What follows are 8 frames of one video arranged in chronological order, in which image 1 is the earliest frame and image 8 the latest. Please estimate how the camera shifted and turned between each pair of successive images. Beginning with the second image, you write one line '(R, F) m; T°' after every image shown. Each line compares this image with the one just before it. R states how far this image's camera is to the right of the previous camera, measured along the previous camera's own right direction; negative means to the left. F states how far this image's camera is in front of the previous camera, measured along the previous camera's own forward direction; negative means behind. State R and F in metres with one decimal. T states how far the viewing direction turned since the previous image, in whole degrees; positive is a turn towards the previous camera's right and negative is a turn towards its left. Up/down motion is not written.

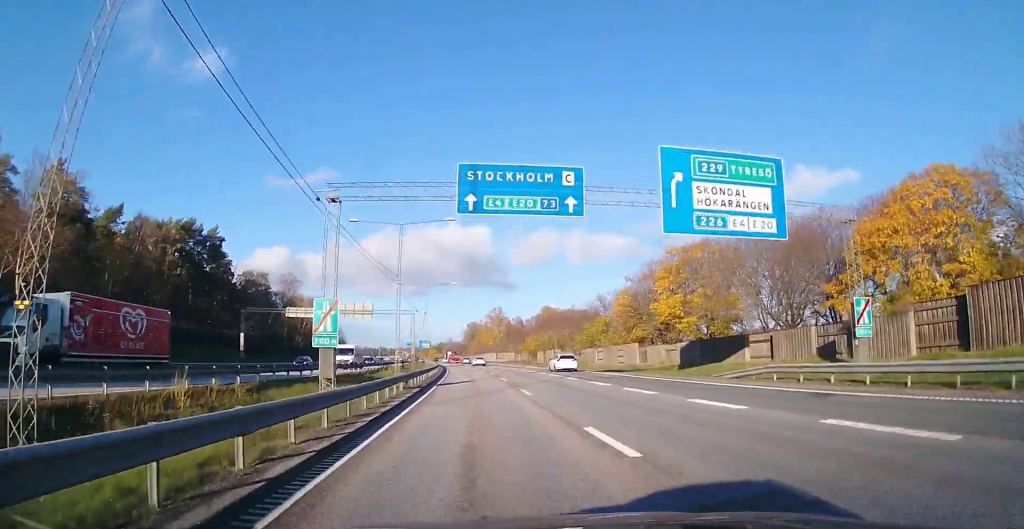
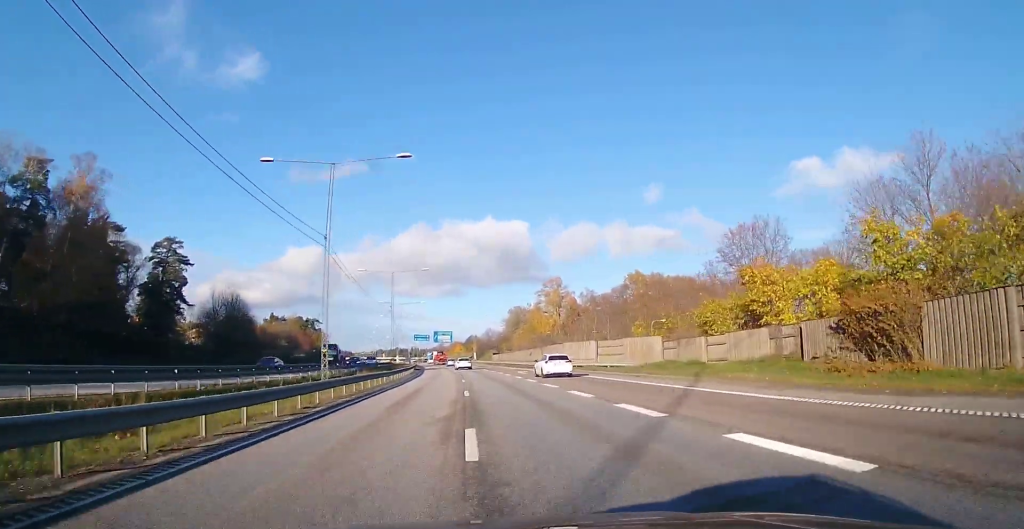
(-2.0, +95.3) m; -3°
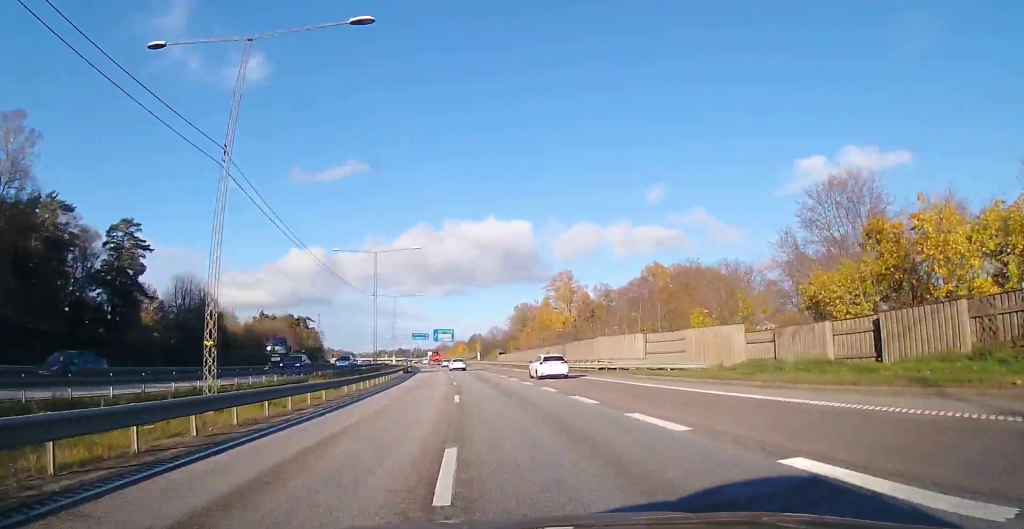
(0.0, +14.1) m; -1°
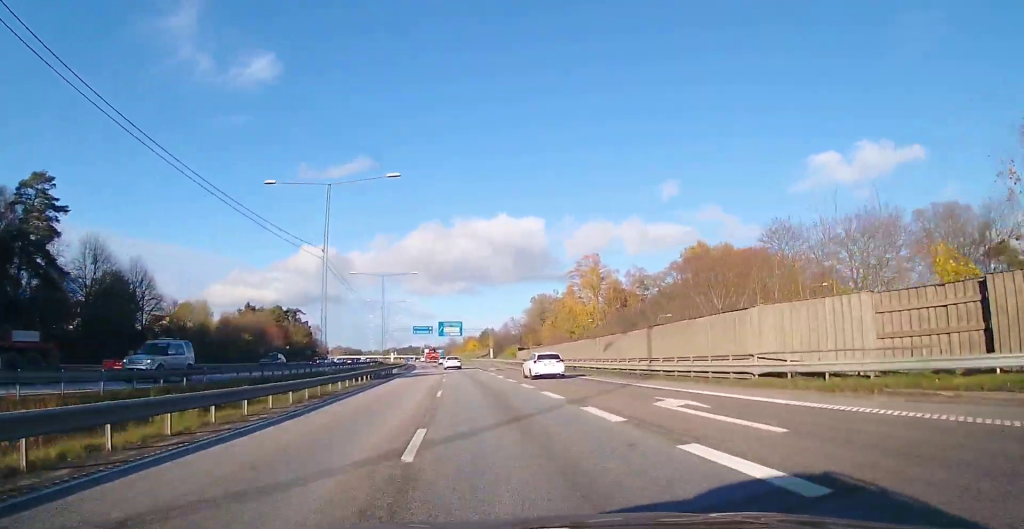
(-0.3, +22.5) m; -1°
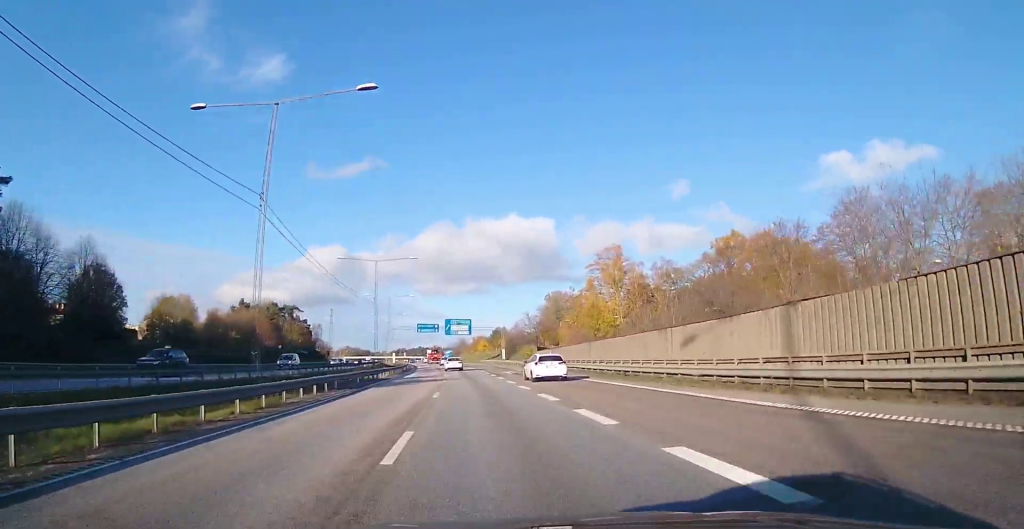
(-0.1, +12.2) m; -1°
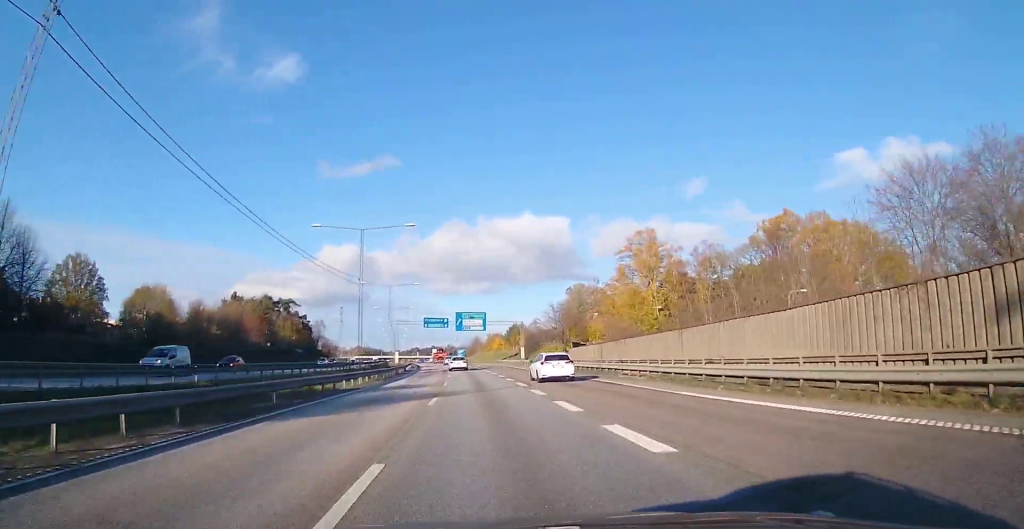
(-0.2, +15.1) m; -2°
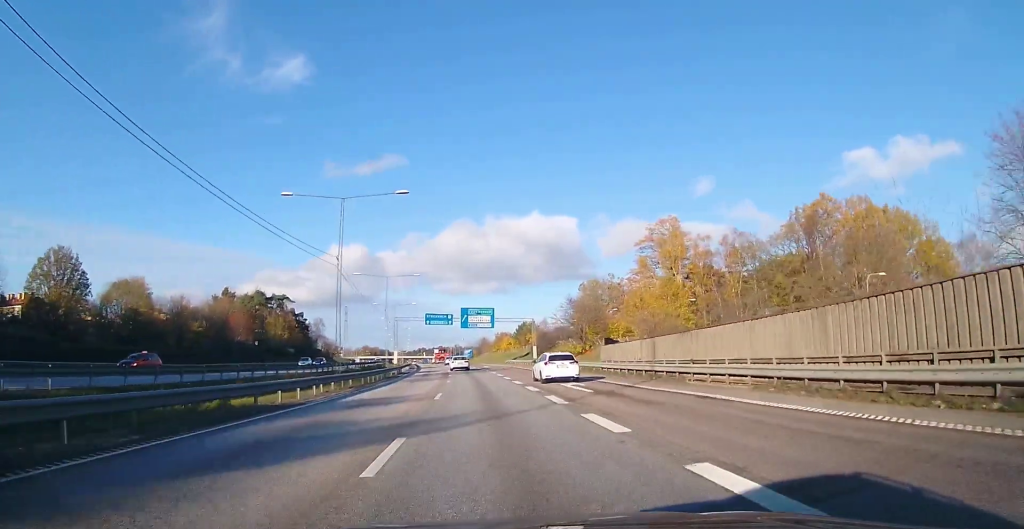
(+0.1, +9.8) m; -1°
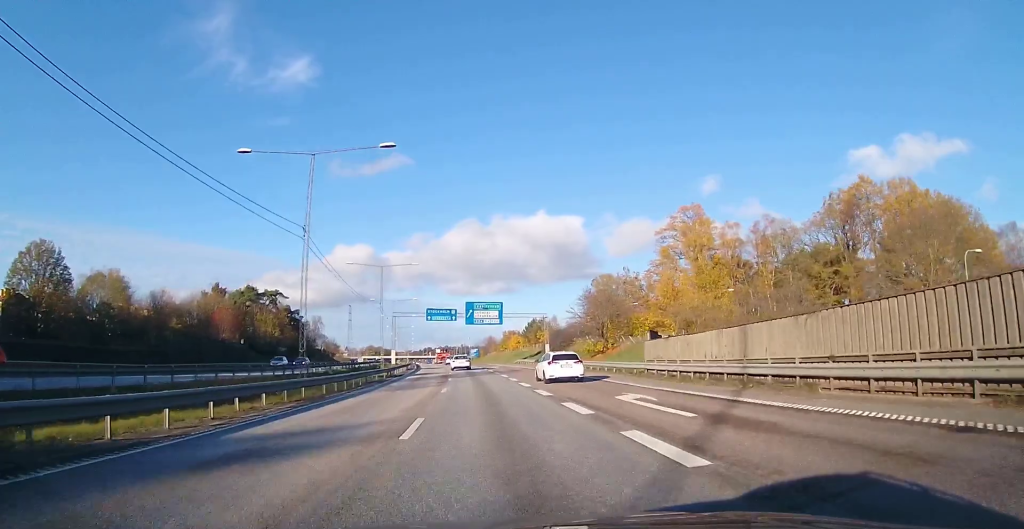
(-0.2, +9.0) m; -1°
